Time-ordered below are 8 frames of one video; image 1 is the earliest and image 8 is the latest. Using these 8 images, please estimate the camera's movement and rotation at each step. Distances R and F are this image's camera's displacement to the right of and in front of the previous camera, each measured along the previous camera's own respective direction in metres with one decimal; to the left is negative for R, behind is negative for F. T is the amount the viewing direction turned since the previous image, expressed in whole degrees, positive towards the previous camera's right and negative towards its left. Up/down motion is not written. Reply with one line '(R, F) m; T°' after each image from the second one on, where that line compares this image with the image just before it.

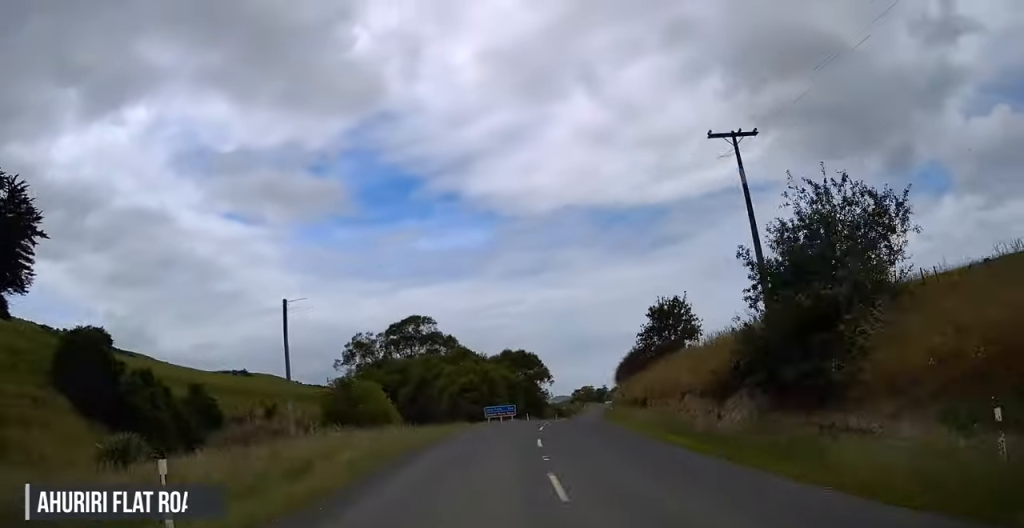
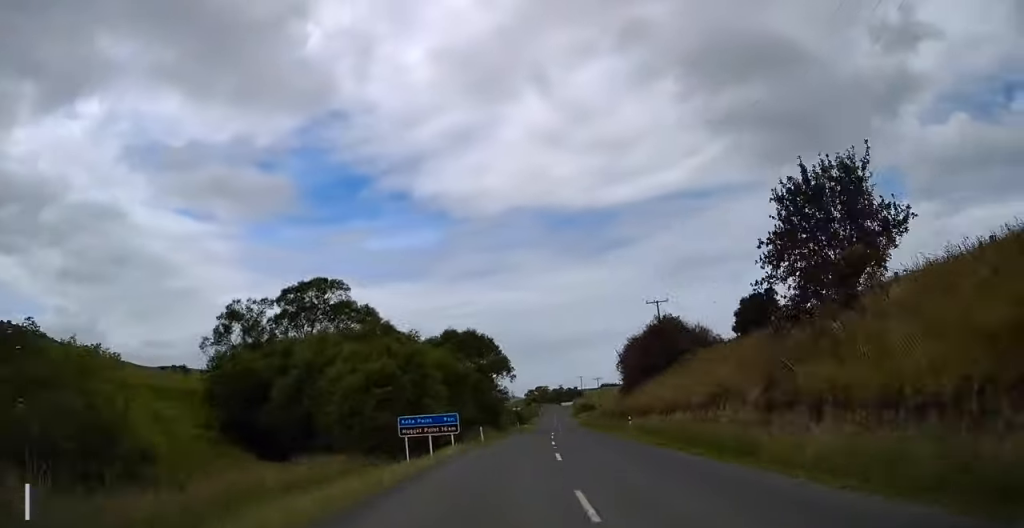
(+0.1, +32.1) m; +2°
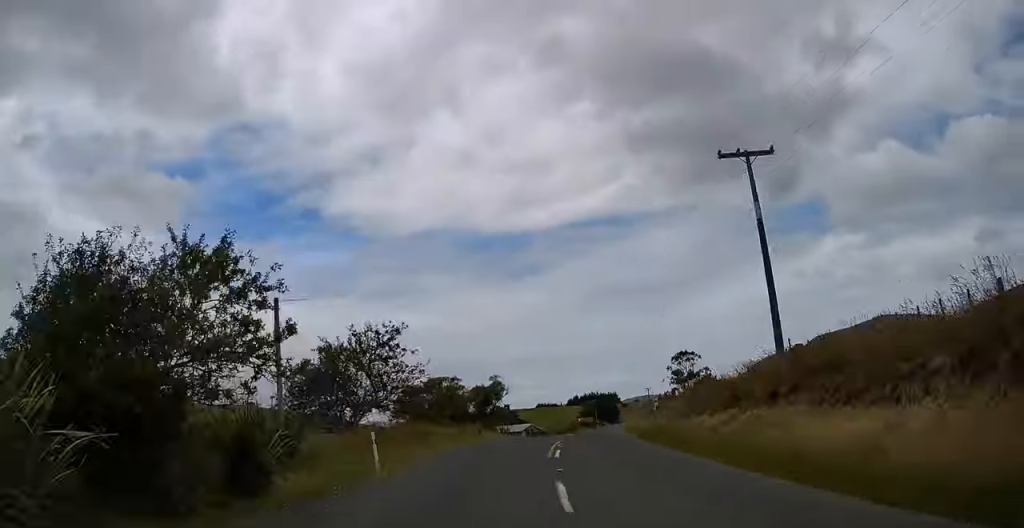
(+18.2, +201.6) m; +11°
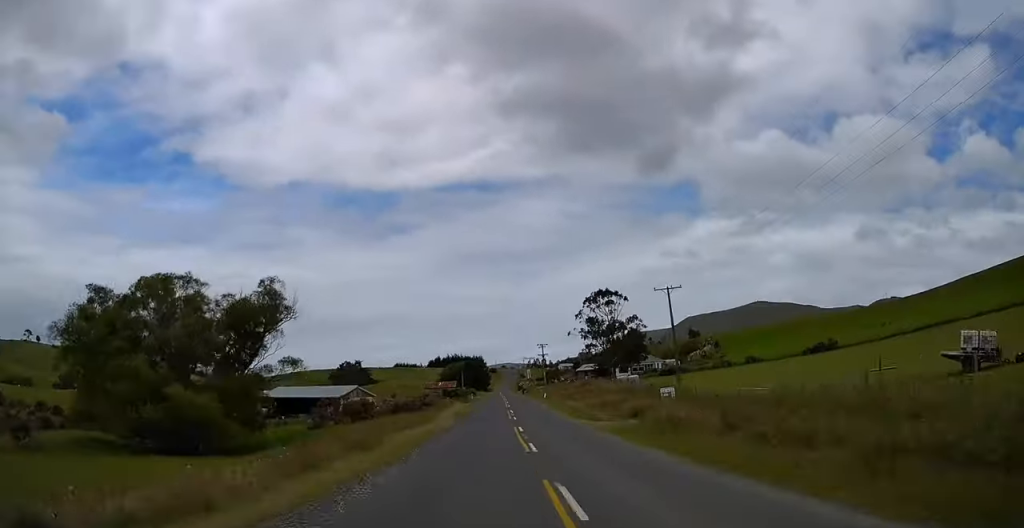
(+2.8, +62.3) m; +5°
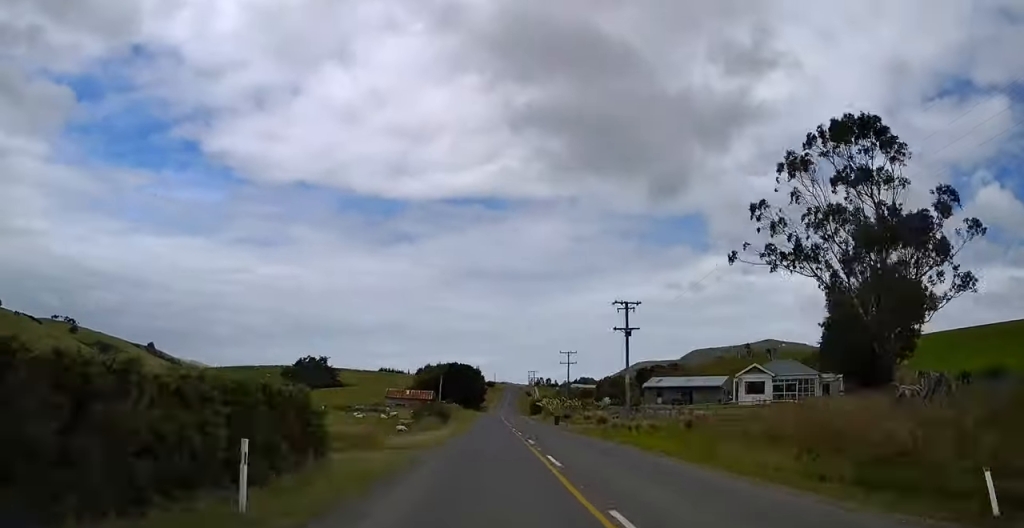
(+3.6, +81.4) m; +3°
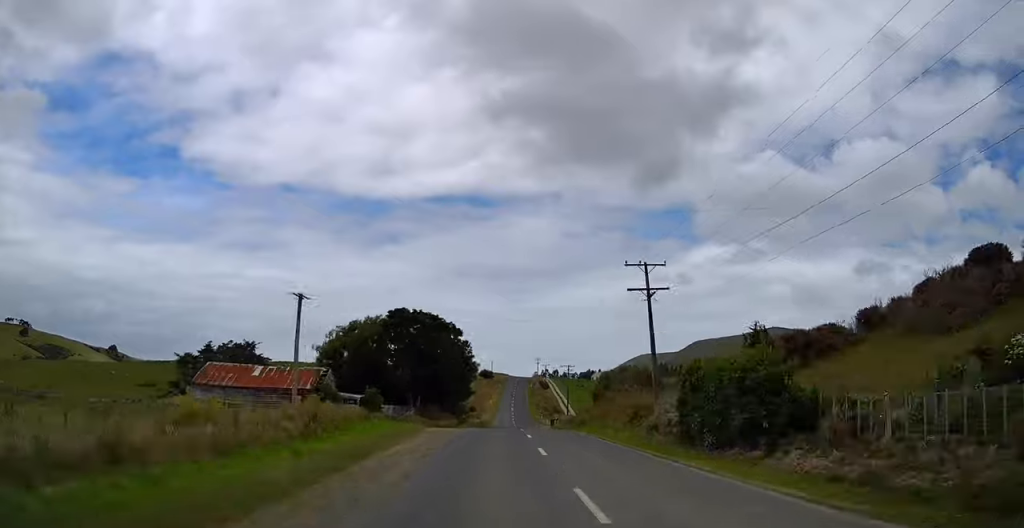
(+0.4, +94.2) m; +1°
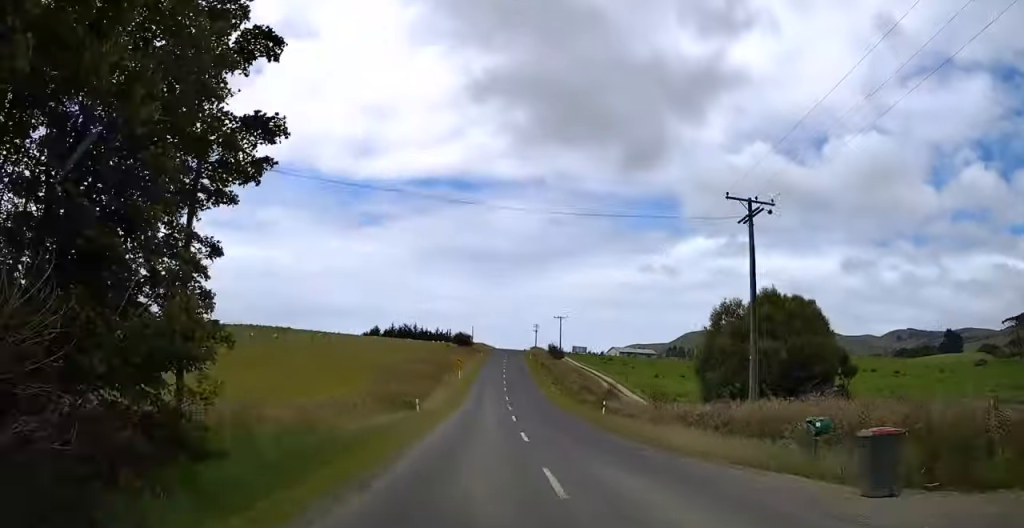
(+0.4, +73.6) m; 0°
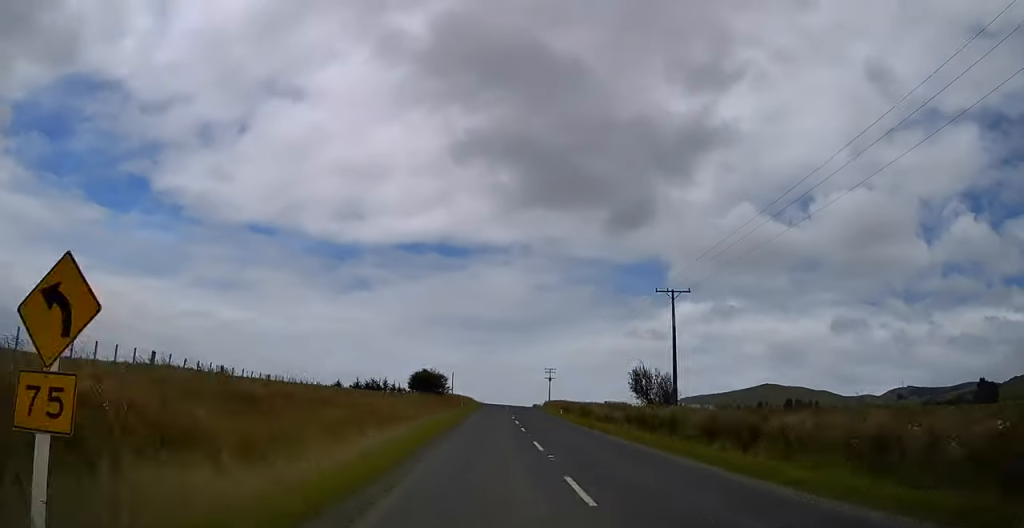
(-0.8, +65.4) m; +1°
